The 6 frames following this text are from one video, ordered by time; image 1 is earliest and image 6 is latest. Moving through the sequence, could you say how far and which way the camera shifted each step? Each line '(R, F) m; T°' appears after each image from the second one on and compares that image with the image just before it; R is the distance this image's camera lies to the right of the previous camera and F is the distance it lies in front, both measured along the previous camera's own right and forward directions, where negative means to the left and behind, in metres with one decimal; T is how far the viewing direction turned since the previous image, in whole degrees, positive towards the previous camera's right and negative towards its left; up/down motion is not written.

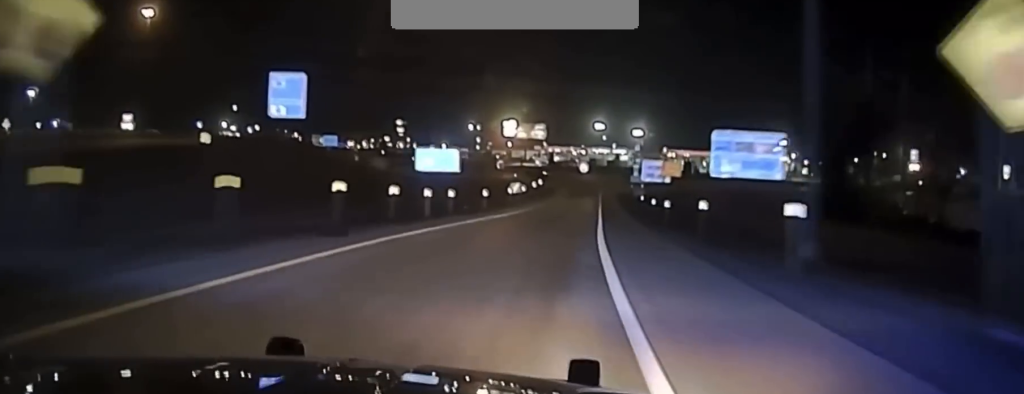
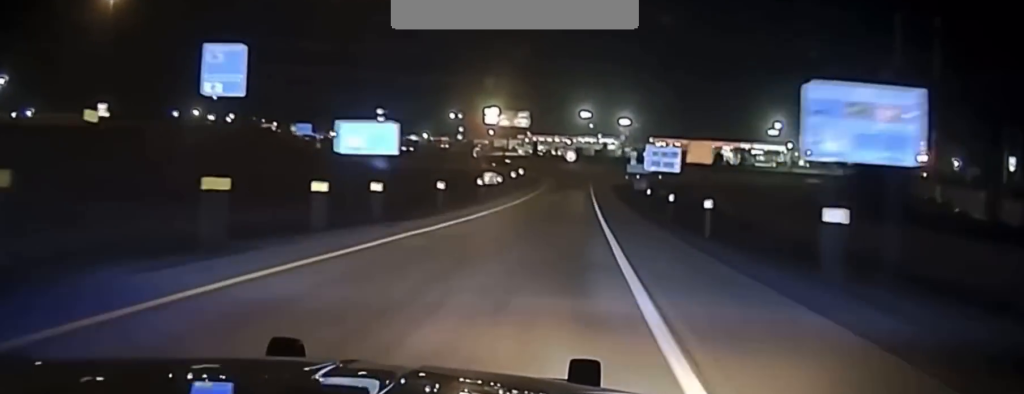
(+0.3, +17.5) m; +1°
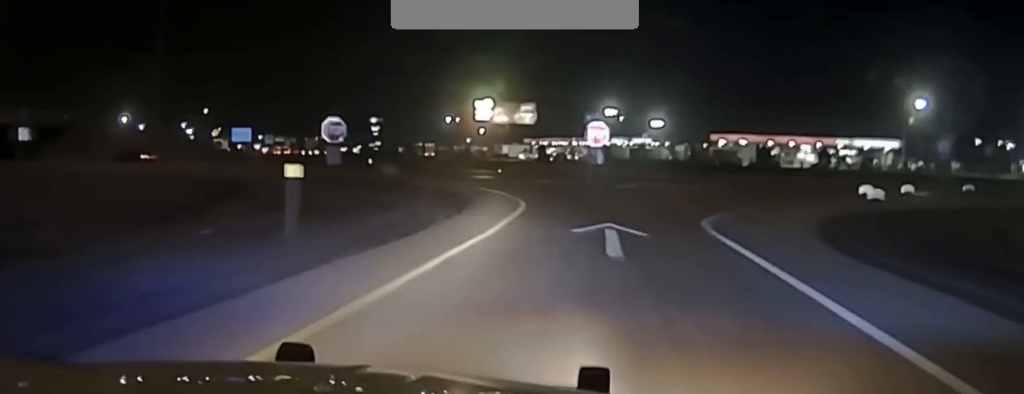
(+1.6, +86.1) m; 0°
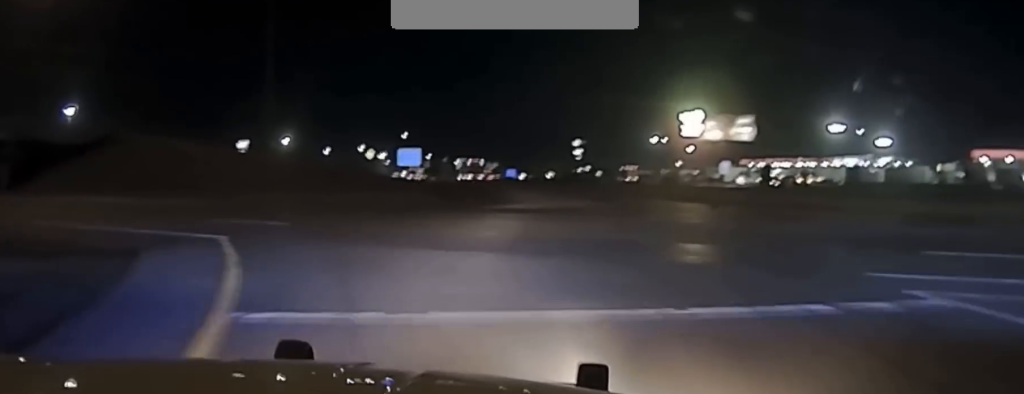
(-3.6, +45.6) m; -15°
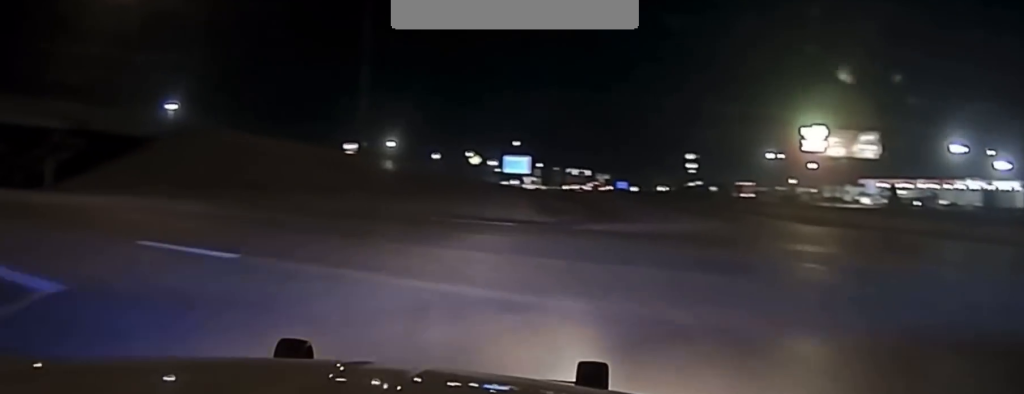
(-1.1, +12.3) m; -8°
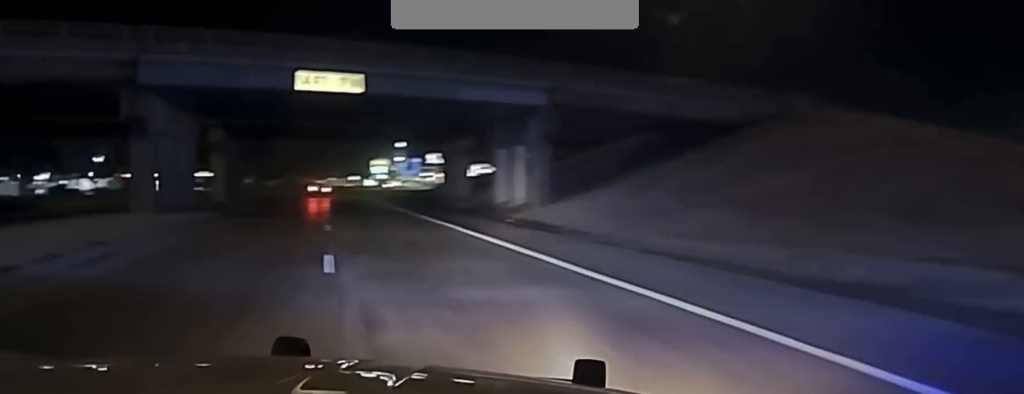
(-10.6, +34.1) m; -40°
